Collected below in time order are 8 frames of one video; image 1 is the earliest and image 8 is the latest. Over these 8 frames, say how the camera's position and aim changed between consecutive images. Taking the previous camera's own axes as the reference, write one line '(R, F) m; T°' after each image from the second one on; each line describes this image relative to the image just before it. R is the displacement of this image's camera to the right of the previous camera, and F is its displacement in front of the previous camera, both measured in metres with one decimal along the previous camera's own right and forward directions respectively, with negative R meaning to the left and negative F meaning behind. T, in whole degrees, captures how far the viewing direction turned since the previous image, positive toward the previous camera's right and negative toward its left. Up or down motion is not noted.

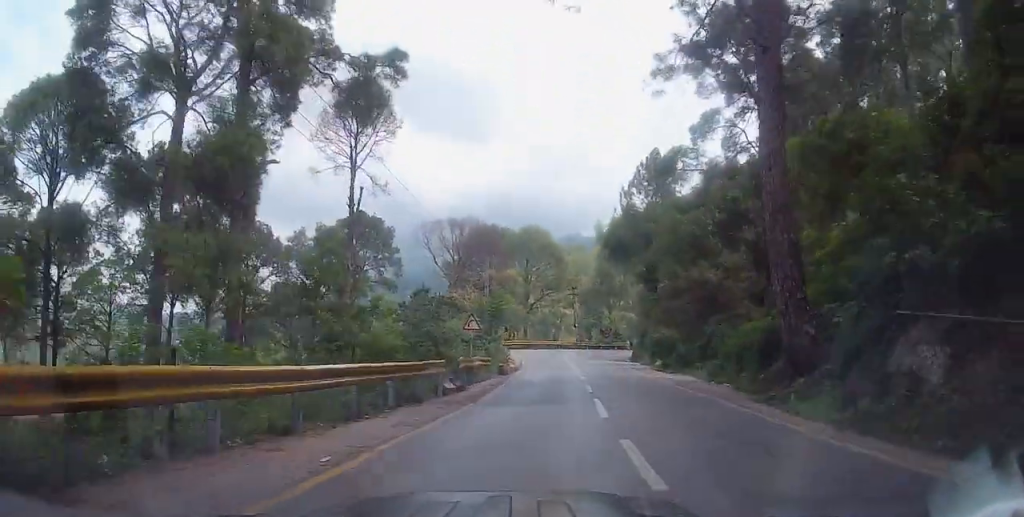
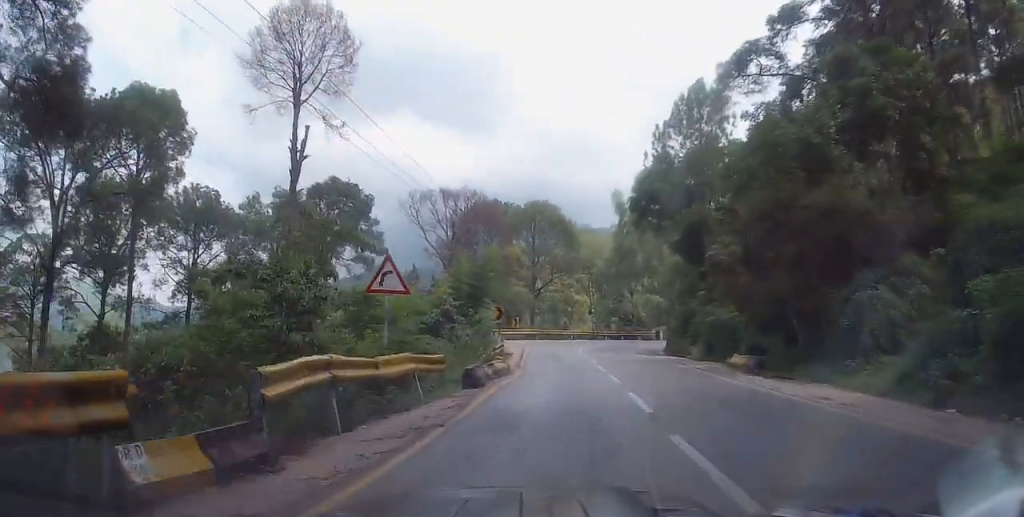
(+0.2, +14.3) m; +3°
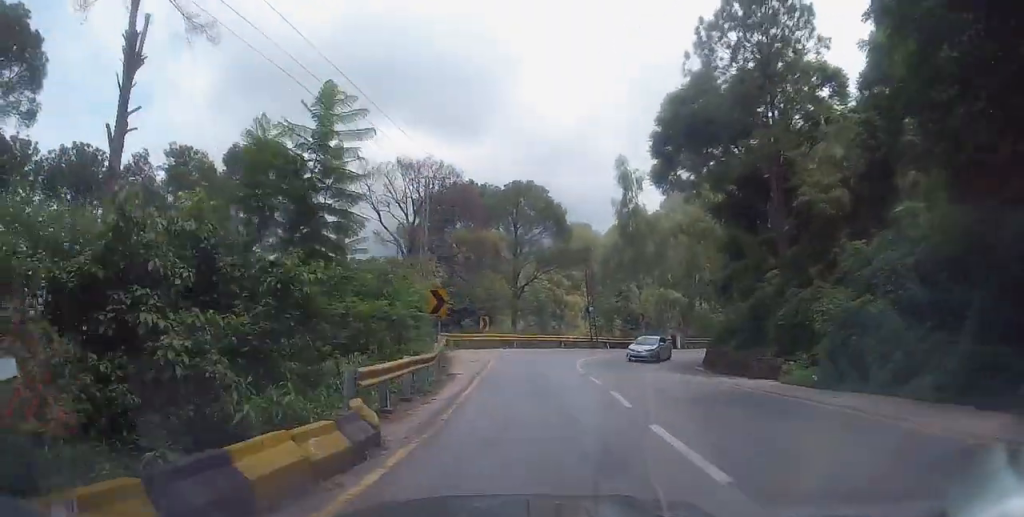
(+0.6, +16.6) m; 0°
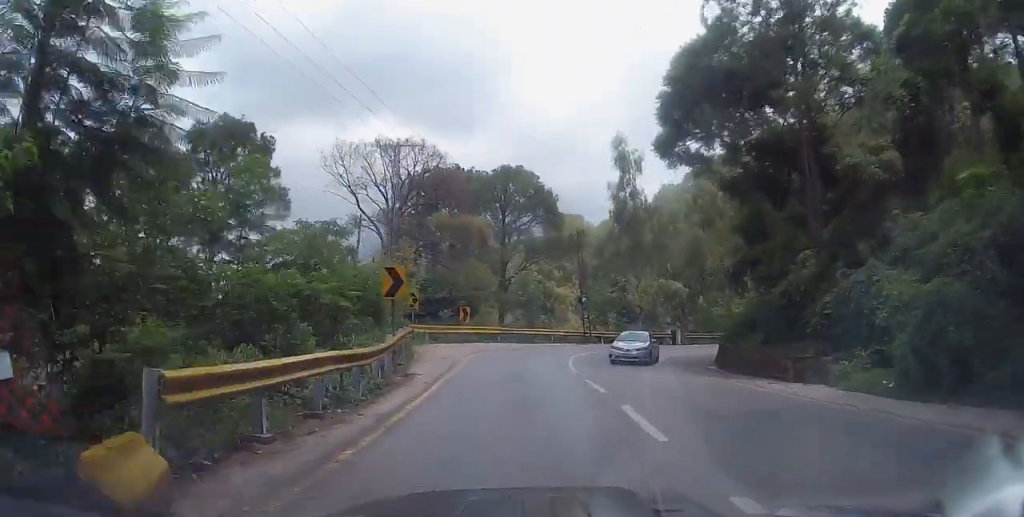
(+0.3, +4.7) m; -3°
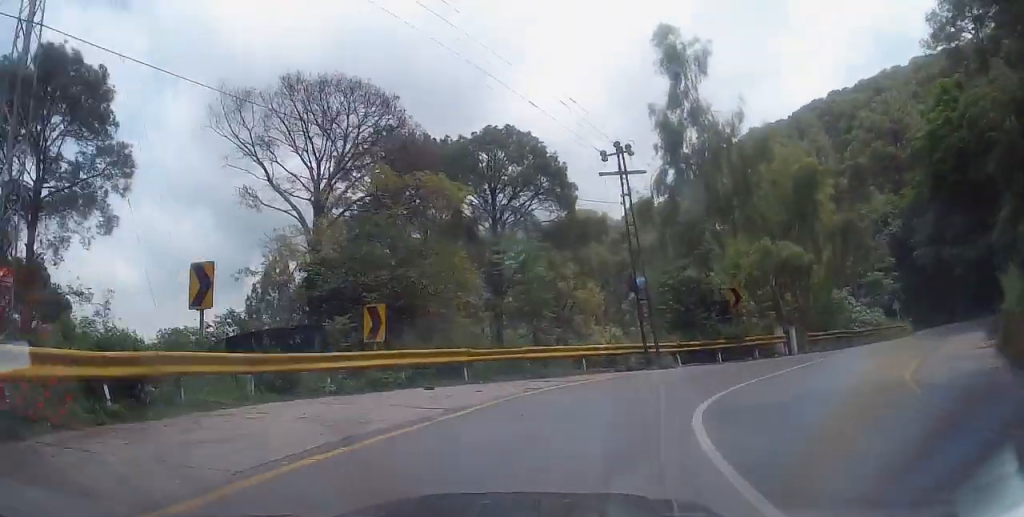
(-0.6, +22.1) m; +7°
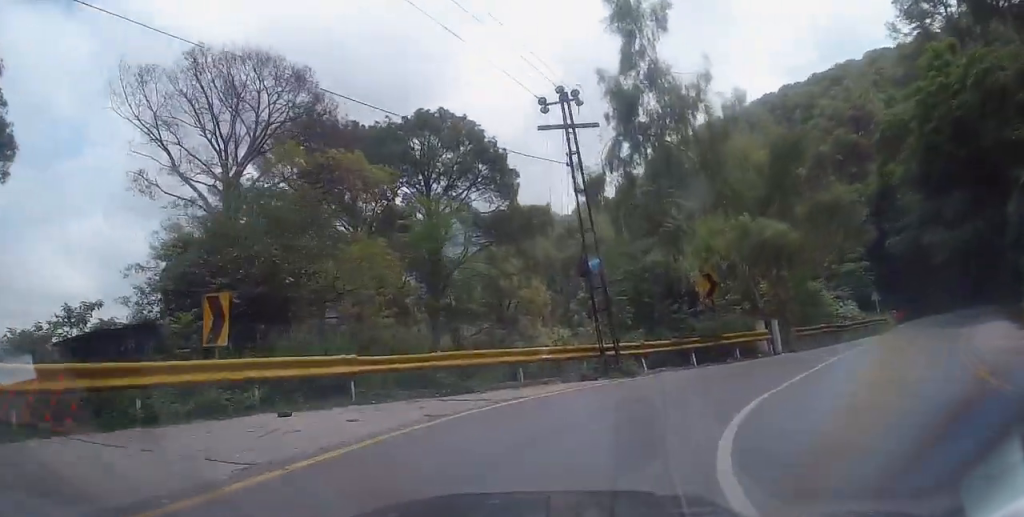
(+0.3, +4.9) m; +5°
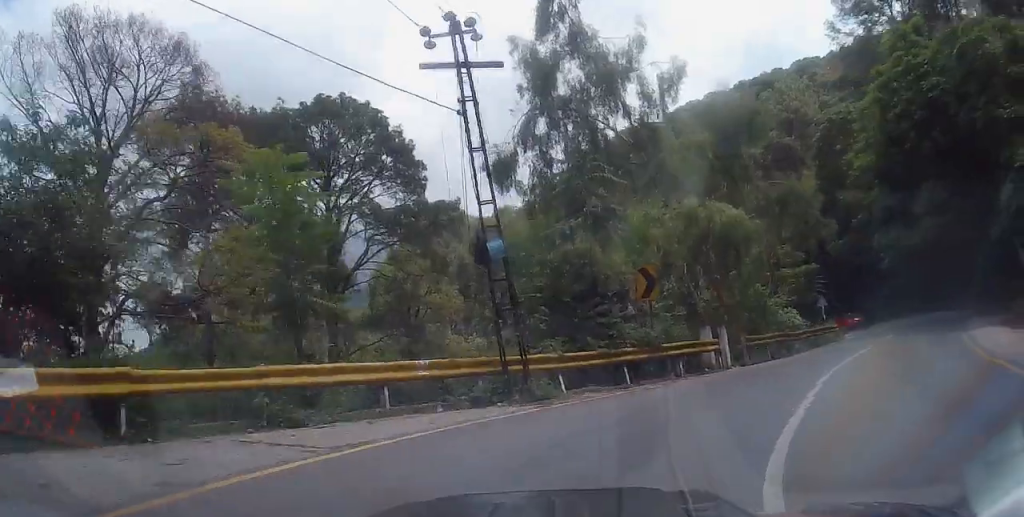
(-0.1, +4.6) m; +4°
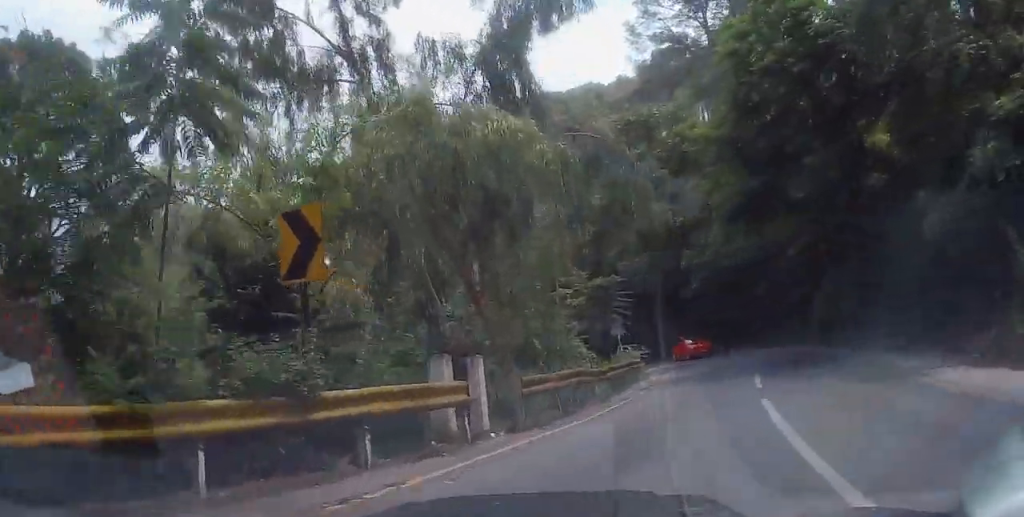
(+1.3, +9.9) m; +17°
